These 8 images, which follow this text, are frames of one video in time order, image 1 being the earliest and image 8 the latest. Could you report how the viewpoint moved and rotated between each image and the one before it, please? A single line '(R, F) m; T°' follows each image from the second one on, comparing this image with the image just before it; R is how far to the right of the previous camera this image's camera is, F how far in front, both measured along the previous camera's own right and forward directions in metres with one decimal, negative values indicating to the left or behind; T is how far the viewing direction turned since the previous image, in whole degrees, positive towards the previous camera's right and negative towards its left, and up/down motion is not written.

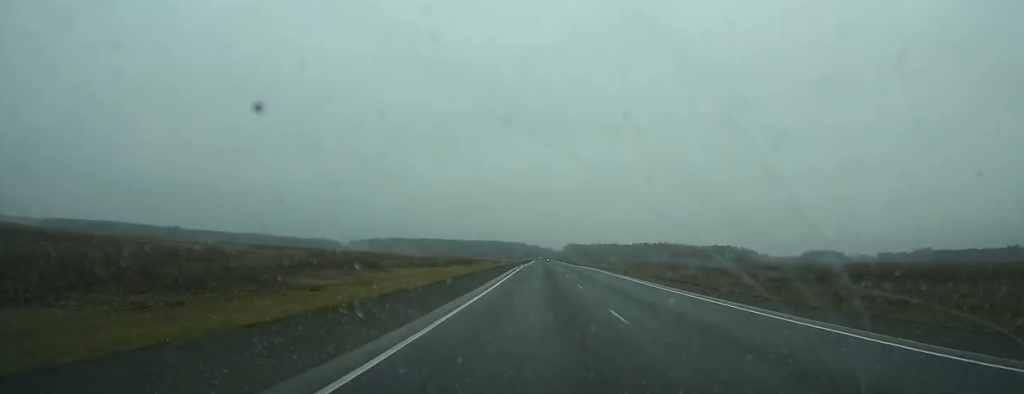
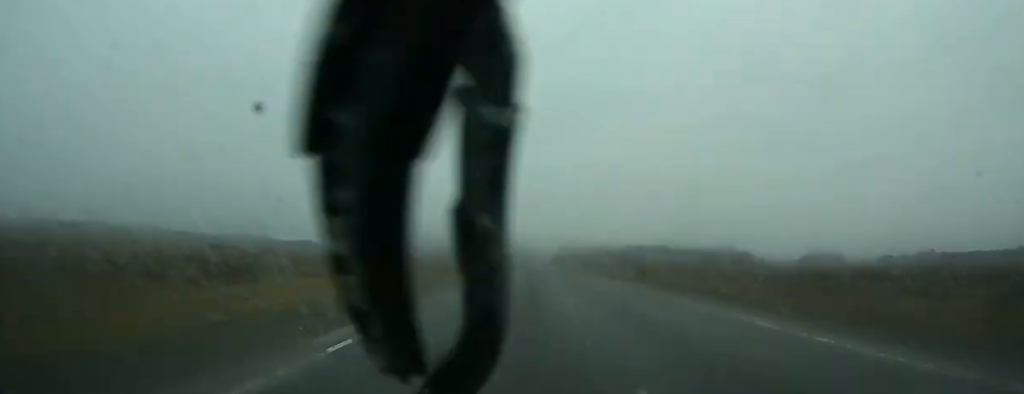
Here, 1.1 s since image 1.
(+0.2, +32.5) m; 0°
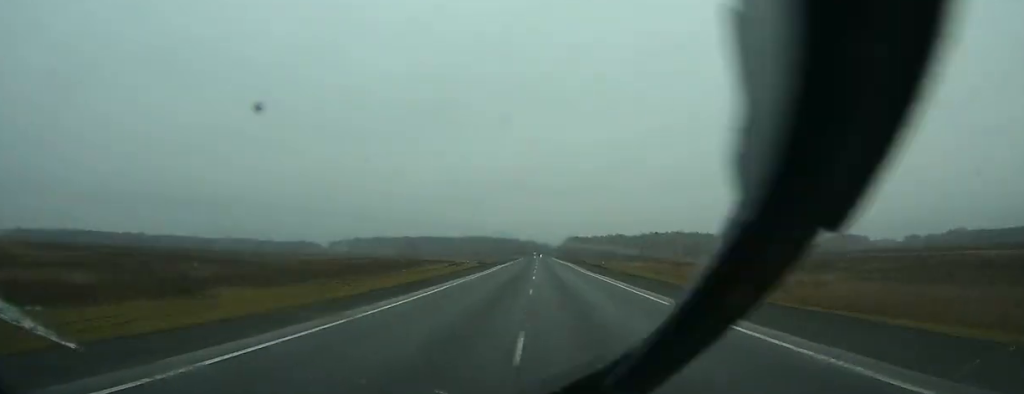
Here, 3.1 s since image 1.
(+0.2, +55.7) m; 0°
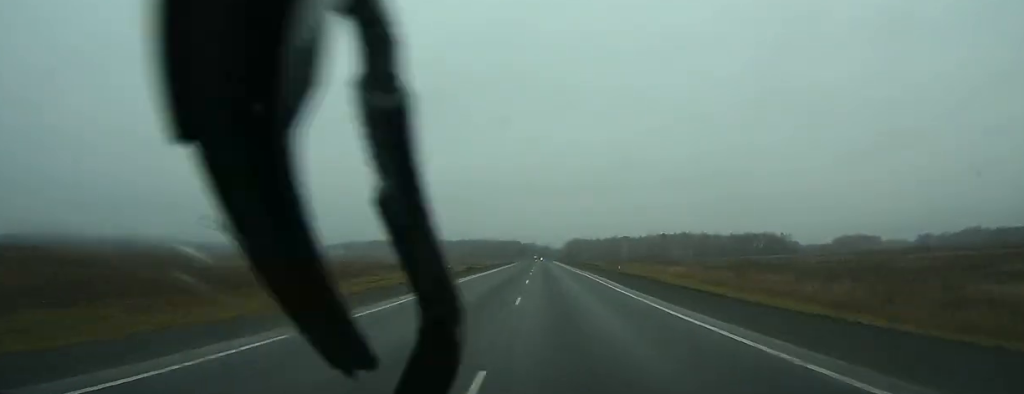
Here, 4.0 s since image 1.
(0.0, +26.8) m; 0°
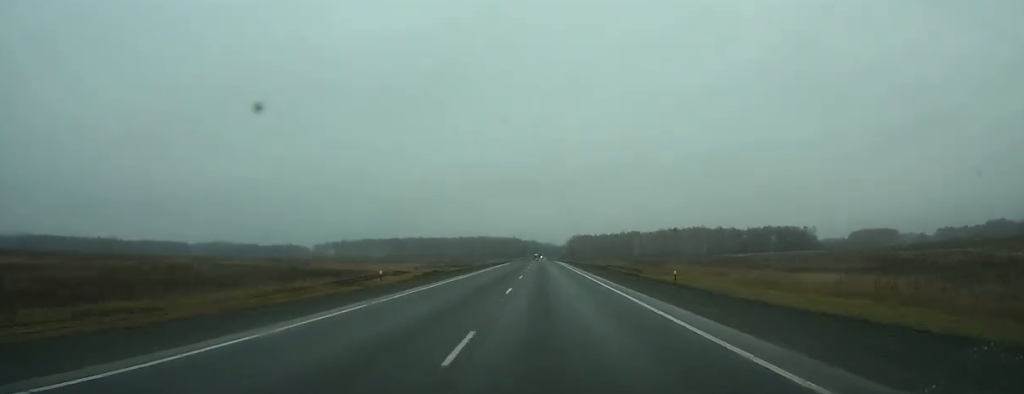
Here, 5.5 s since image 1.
(-0.1, +43.9) m; 0°
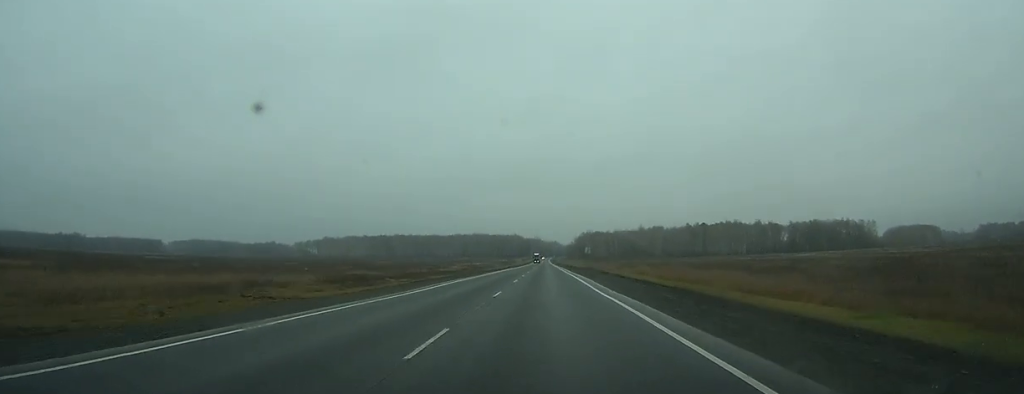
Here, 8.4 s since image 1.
(-0.5, +80.3) m; 0°
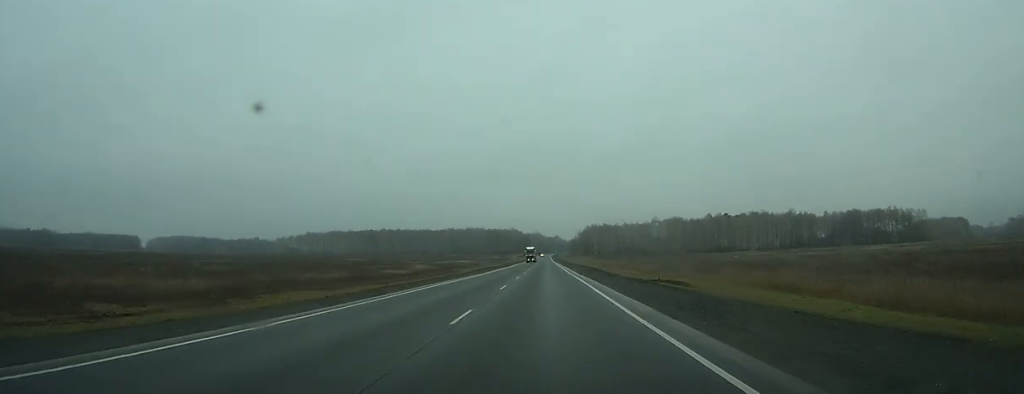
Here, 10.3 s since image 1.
(-0.1, +53.8) m; 0°
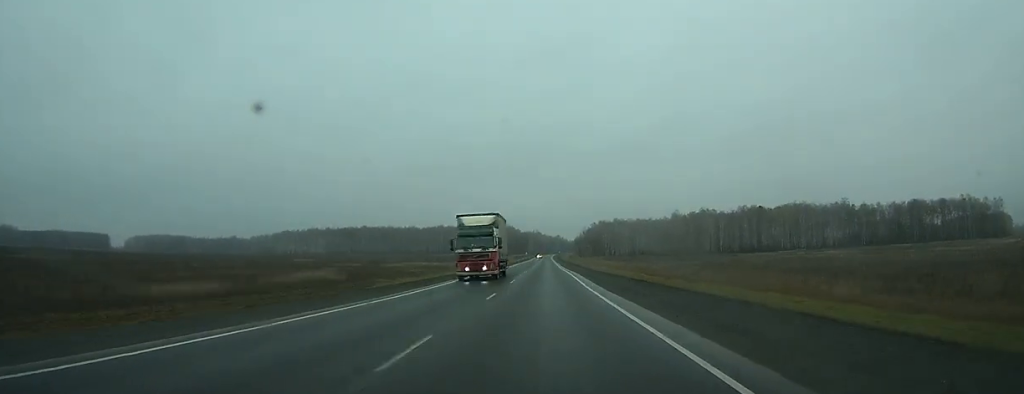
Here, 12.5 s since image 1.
(-0.1, +64.7) m; 0°
